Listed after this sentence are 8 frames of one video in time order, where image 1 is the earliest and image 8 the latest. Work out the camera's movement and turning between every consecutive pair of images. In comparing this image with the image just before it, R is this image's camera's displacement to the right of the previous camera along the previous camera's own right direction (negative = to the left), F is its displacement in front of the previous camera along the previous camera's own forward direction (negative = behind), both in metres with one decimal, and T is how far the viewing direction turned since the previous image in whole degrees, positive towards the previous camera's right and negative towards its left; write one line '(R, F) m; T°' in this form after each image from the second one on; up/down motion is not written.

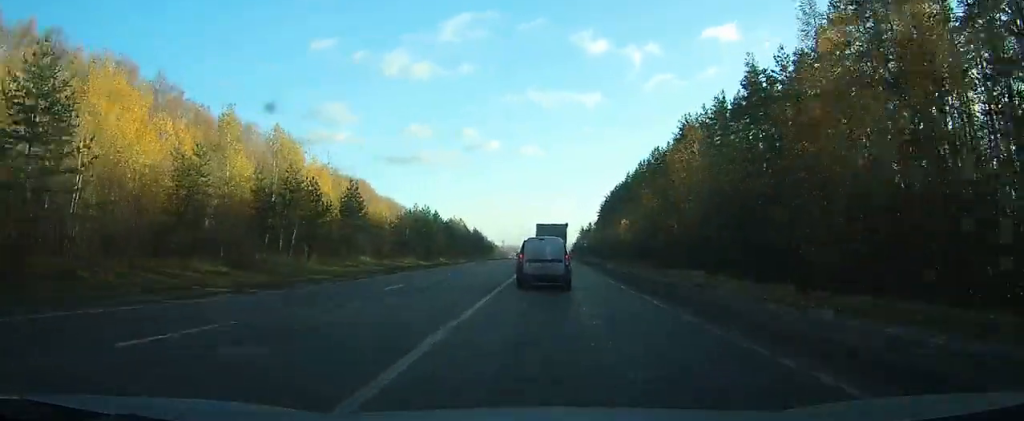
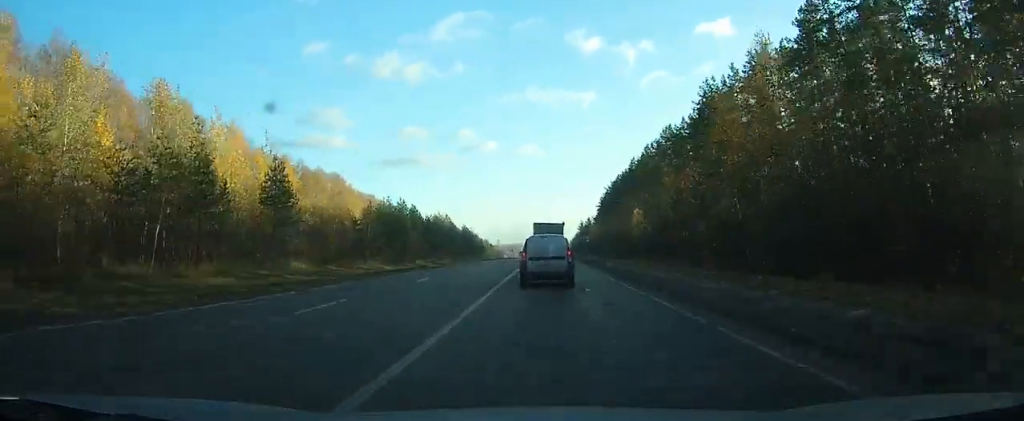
(0.0, +18.2) m; 0°
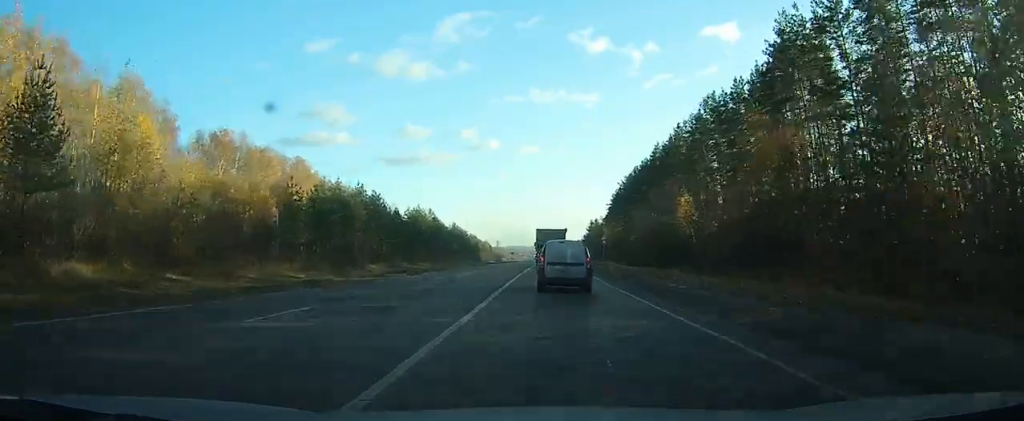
(-0.1, +26.2) m; 0°
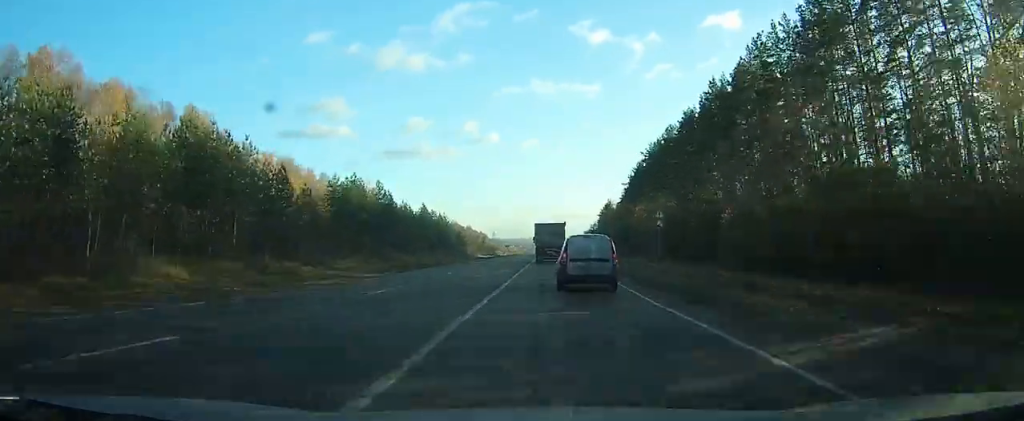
(-0.1, +40.1) m; 0°
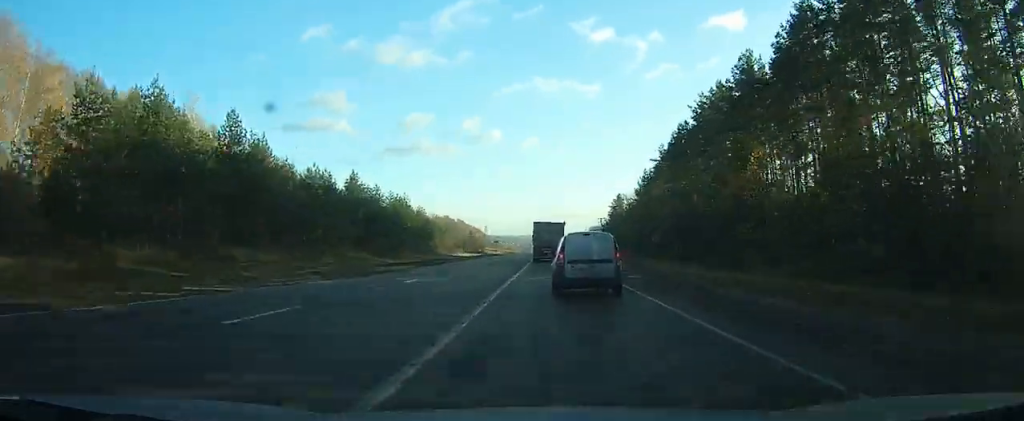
(+0.3, +46.1) m; +1°
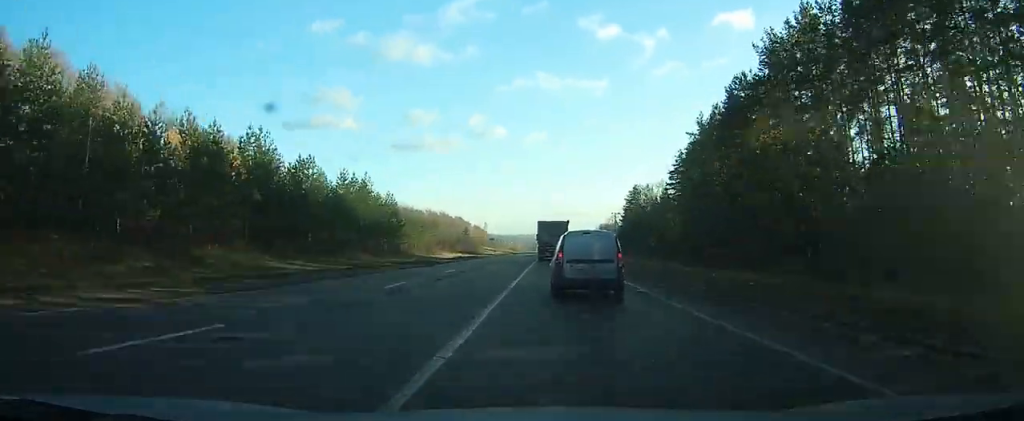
(+0.4, +29.0) m; 0°
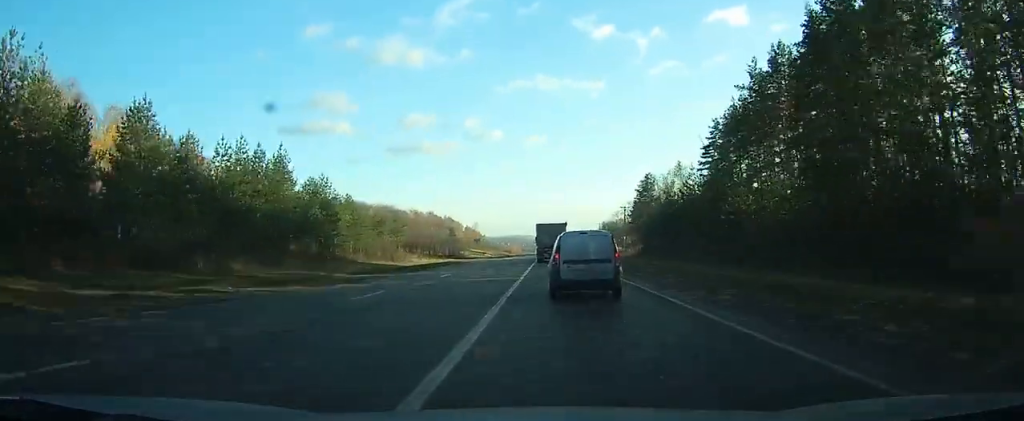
(-0.5, +27.5) m; 0°
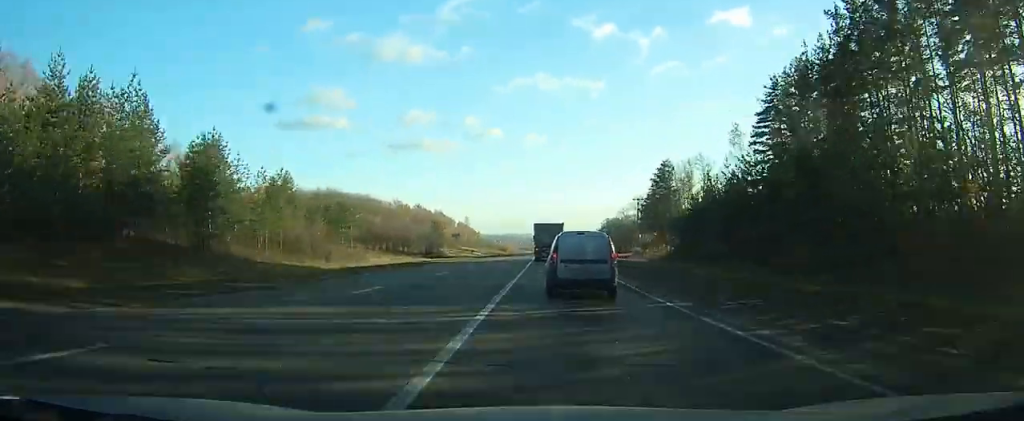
(-0.2, +23.1) m; 0°
